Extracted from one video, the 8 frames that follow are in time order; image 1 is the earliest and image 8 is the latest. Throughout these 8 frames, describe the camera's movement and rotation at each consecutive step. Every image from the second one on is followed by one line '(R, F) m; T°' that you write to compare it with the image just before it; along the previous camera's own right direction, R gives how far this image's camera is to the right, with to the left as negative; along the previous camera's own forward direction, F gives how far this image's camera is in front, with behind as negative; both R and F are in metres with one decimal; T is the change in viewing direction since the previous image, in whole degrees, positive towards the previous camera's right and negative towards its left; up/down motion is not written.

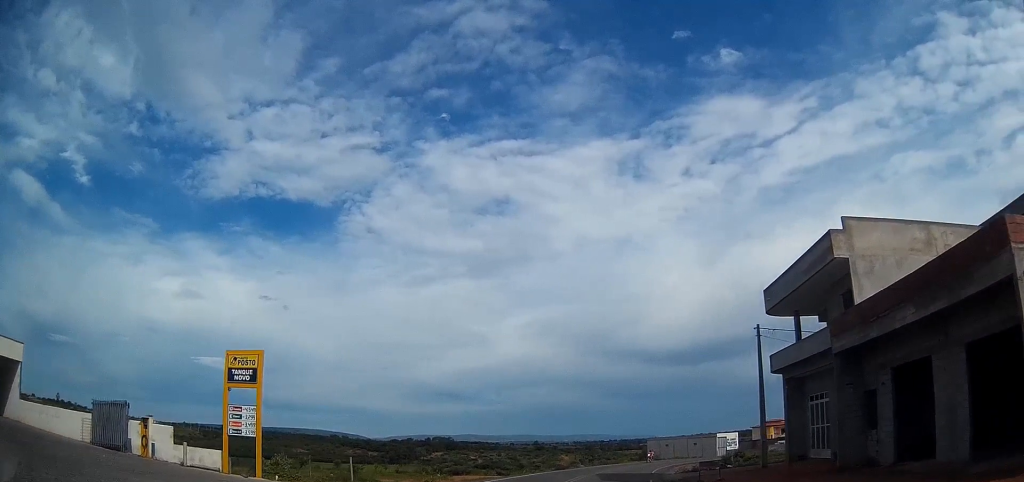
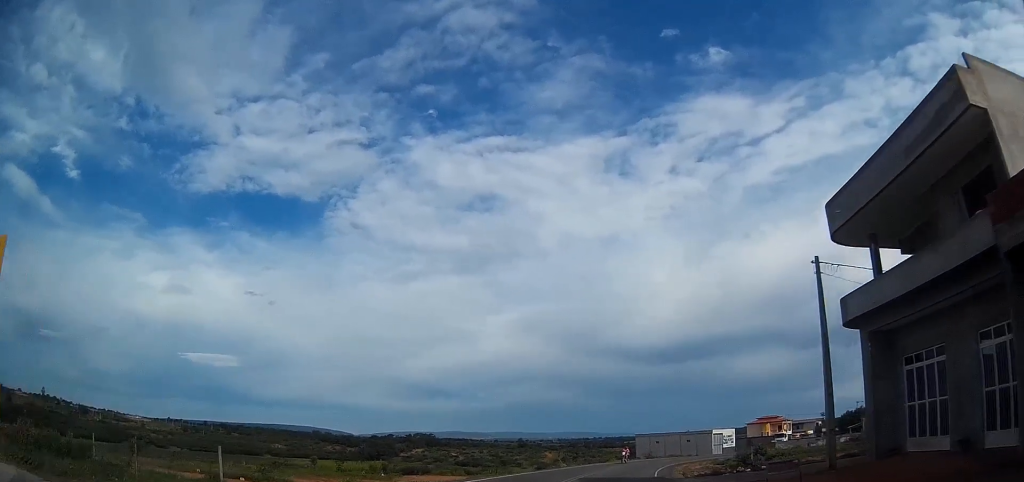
(+0.2, +10.8) m; +3°
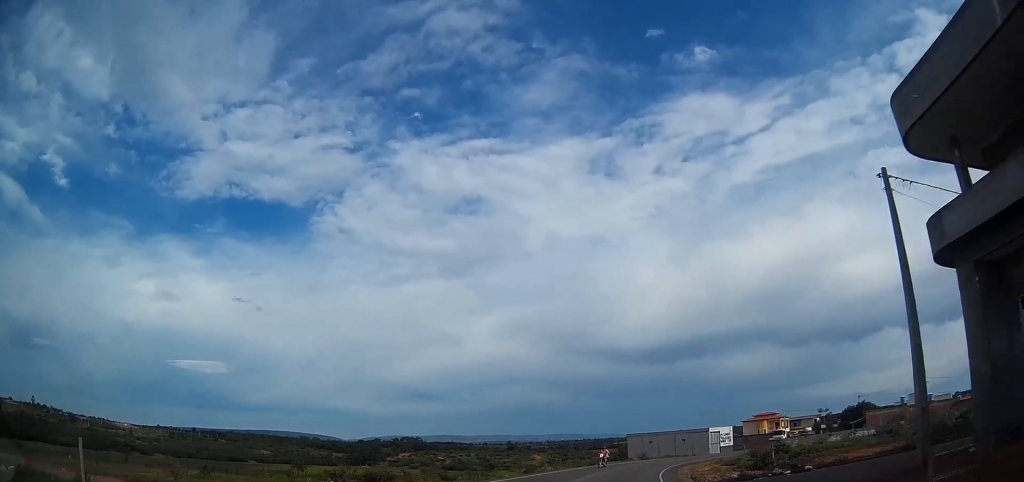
(+0.1, +6.3) m; +1°
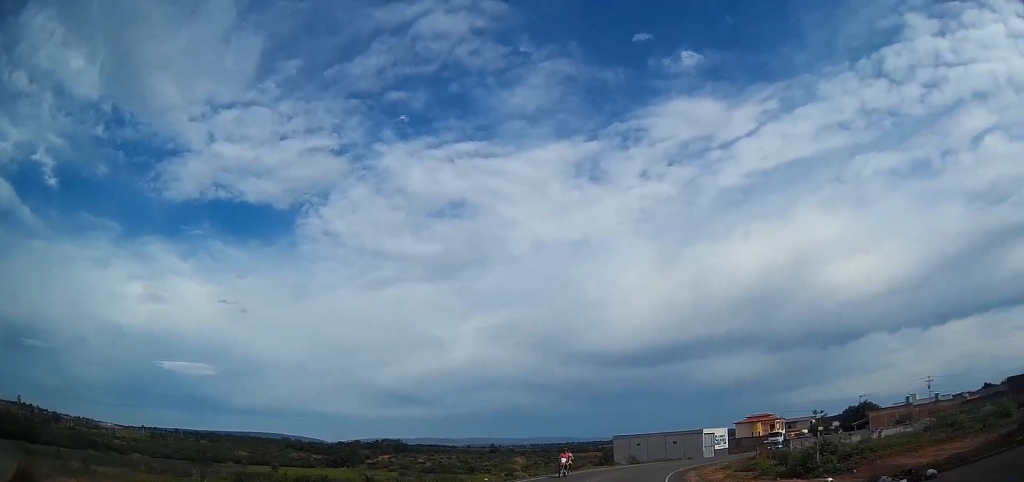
(+0.3, +8.9) m; +1°
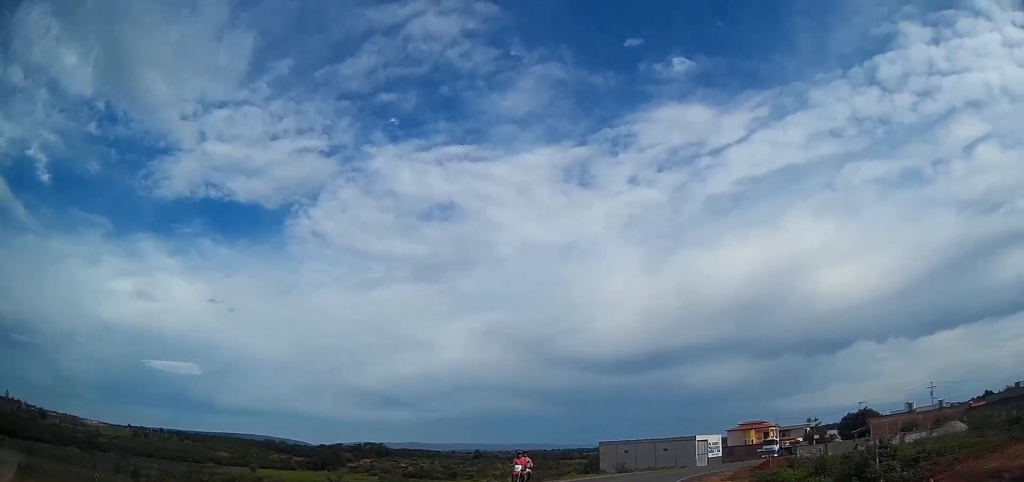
(-0.1, +6.2) m; +1°
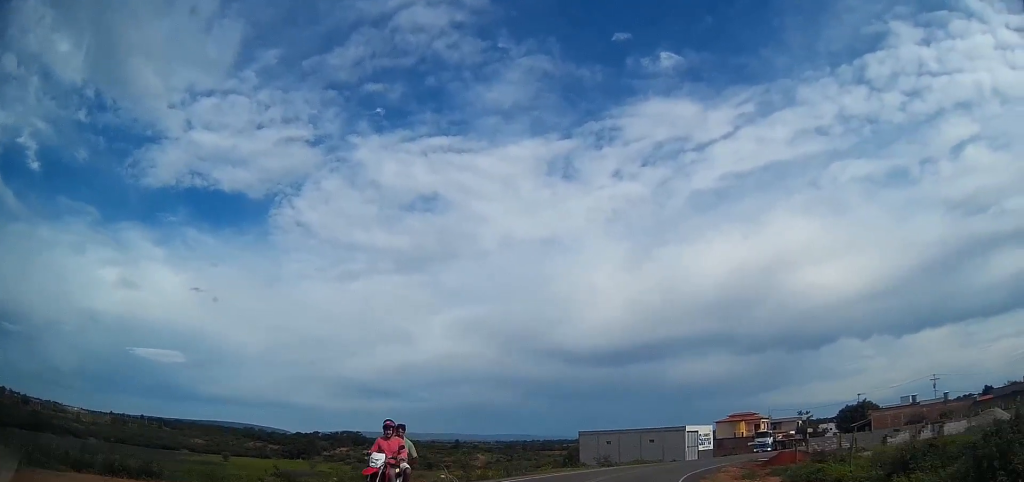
(-0.2, +7.9) m; +1°
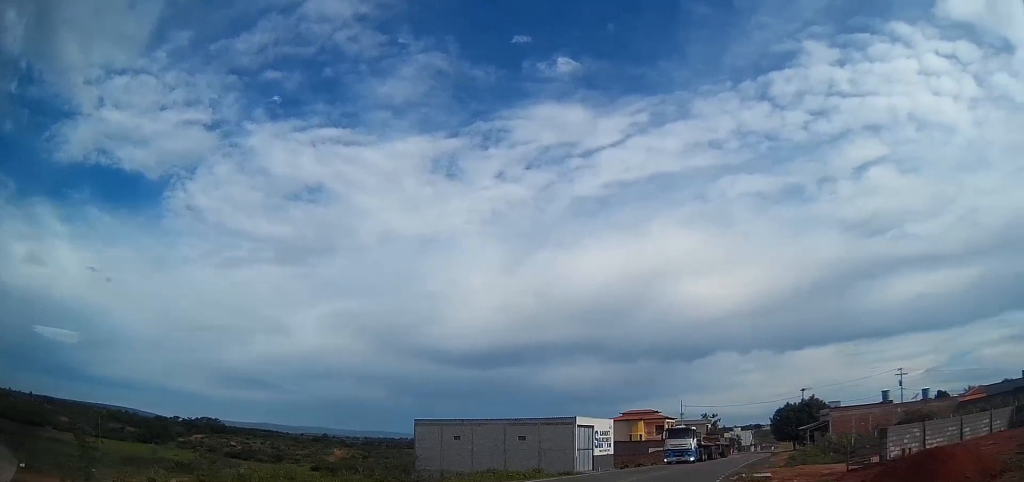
(+2.0, +29.0) m; +9°
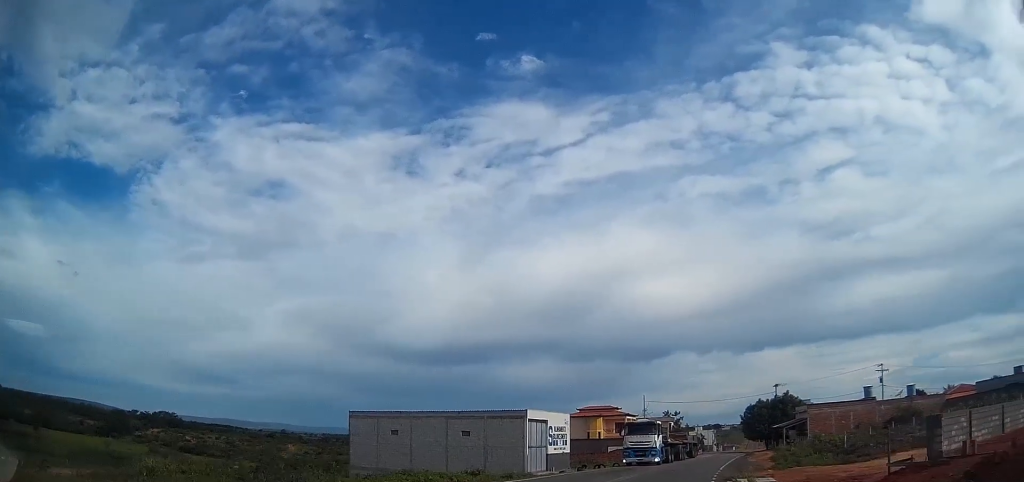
(+0.3, +6.7) m; +3°
